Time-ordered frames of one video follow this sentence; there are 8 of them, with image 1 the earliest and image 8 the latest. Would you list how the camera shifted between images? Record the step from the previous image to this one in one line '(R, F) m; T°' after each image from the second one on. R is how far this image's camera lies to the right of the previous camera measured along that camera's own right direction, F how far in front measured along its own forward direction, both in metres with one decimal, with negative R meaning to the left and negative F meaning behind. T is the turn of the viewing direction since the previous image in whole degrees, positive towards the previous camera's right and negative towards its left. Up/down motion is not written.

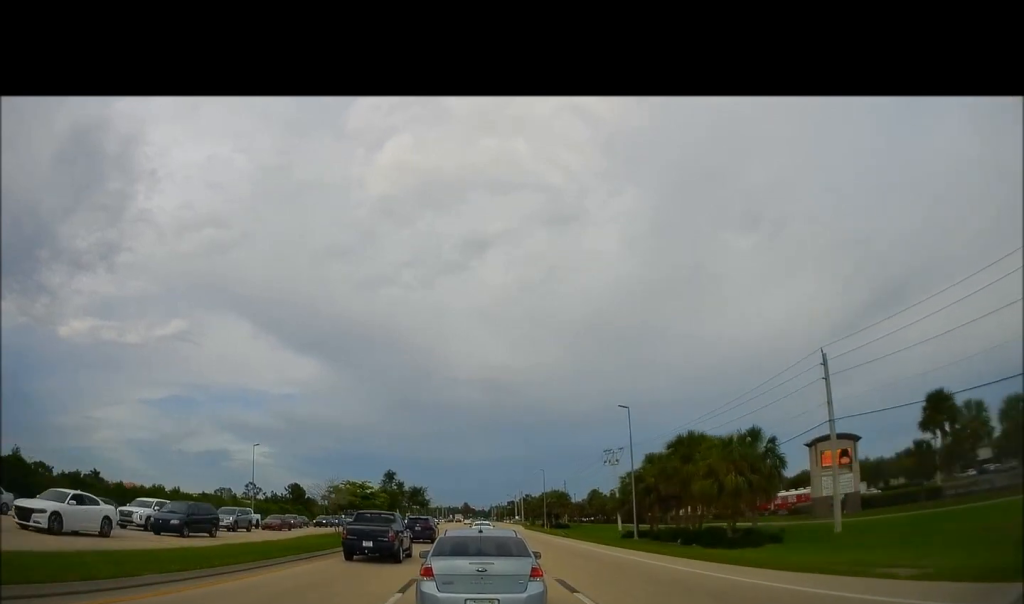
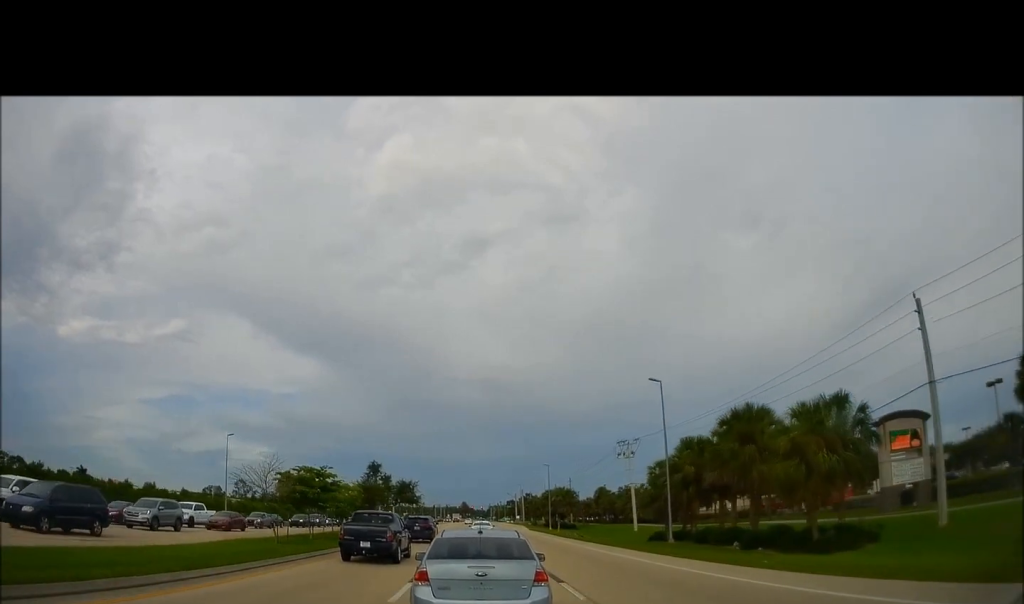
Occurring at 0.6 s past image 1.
(+0.1, +10.9) m; +1°
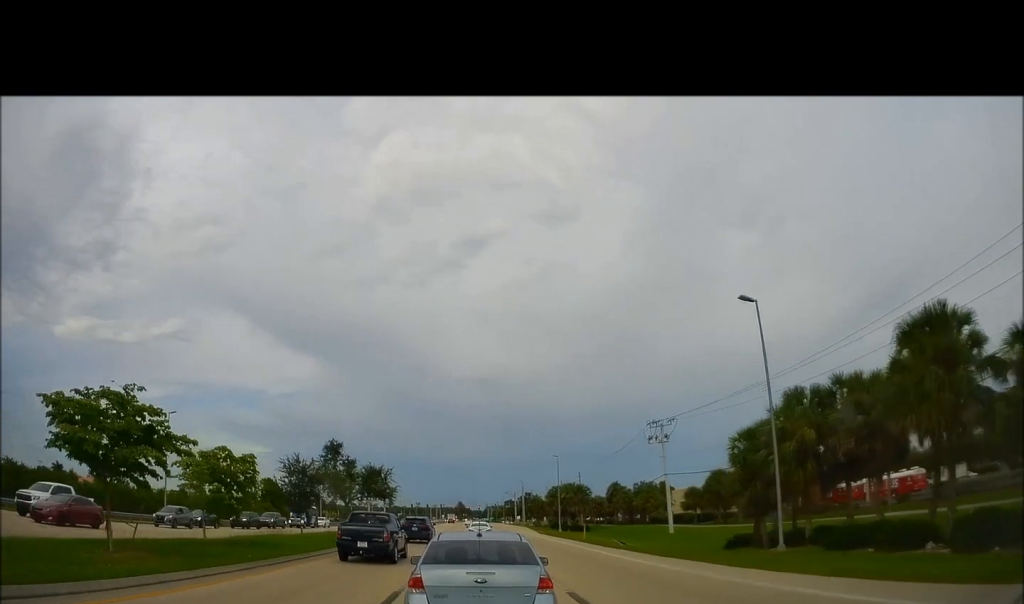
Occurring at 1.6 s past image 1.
(+0.3, +18.5) m; +1°
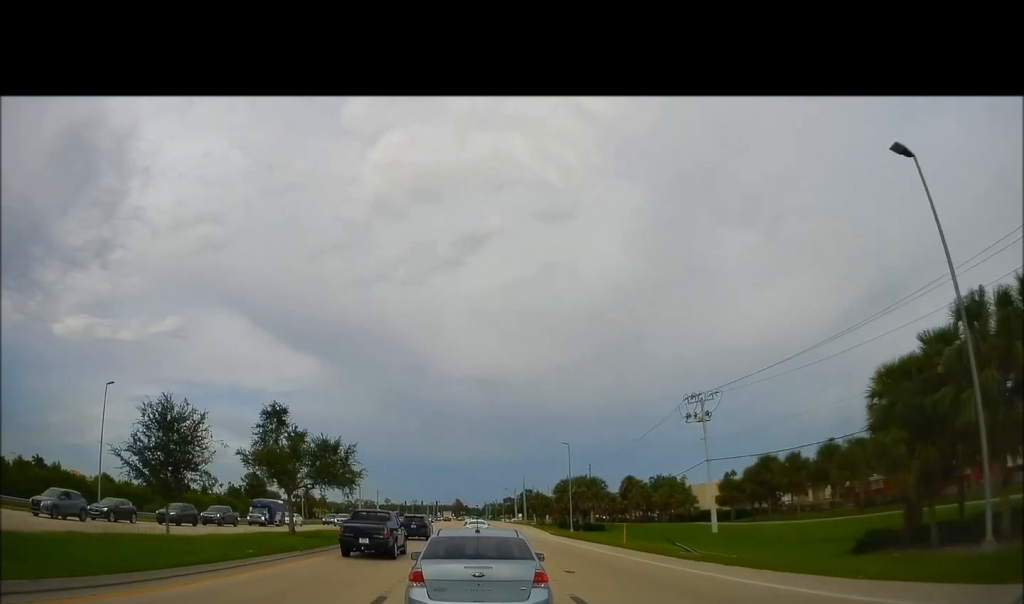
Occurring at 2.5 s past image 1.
(0.0, +14.6) m; 0°
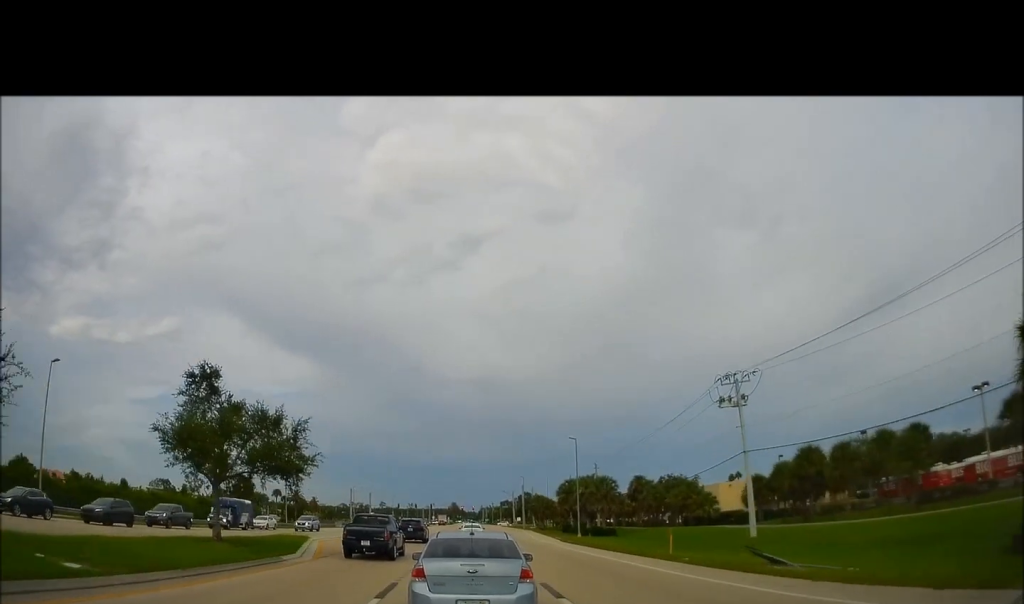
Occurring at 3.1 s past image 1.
(0.0, +10.0) m; 0°
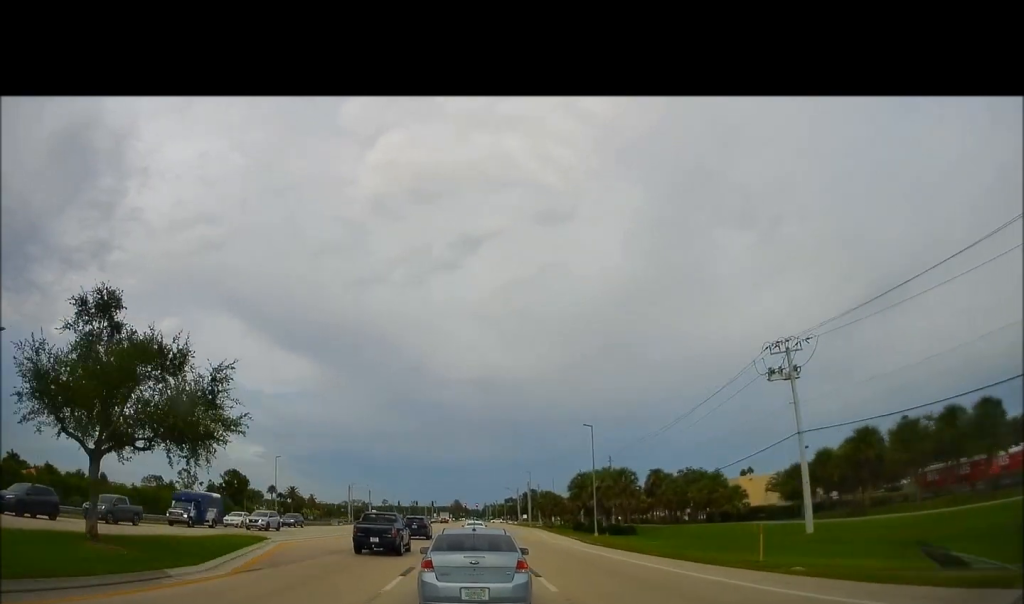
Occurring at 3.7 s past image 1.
(0.0, +8.9) m; 0°
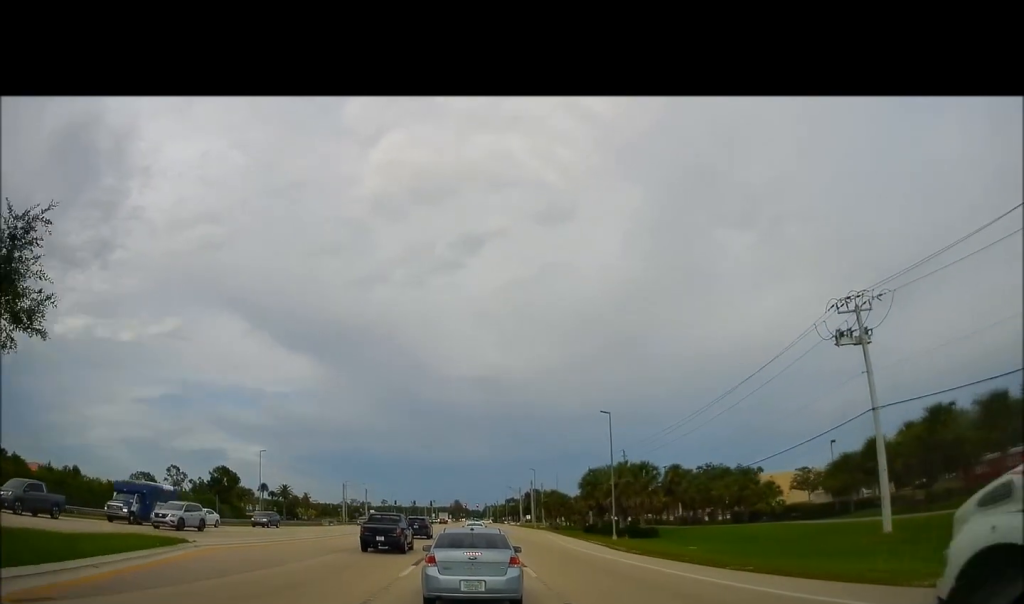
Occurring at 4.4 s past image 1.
(0.0, +9.2) m; 0°
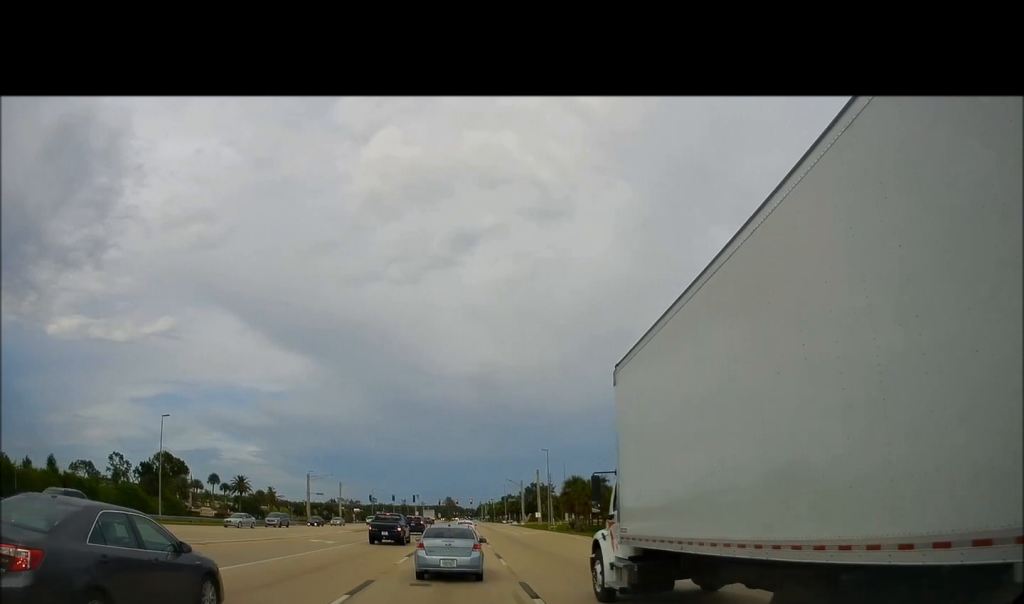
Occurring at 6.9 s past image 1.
(+0.7, +33.4) m; +3°
